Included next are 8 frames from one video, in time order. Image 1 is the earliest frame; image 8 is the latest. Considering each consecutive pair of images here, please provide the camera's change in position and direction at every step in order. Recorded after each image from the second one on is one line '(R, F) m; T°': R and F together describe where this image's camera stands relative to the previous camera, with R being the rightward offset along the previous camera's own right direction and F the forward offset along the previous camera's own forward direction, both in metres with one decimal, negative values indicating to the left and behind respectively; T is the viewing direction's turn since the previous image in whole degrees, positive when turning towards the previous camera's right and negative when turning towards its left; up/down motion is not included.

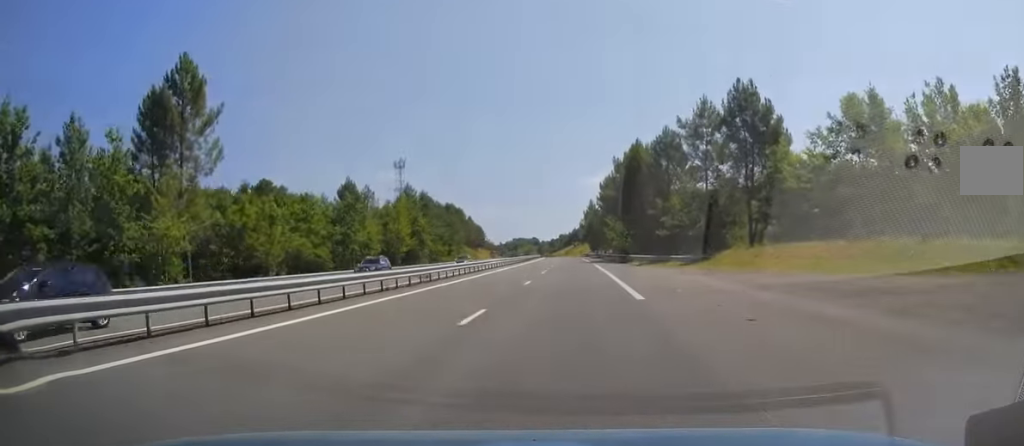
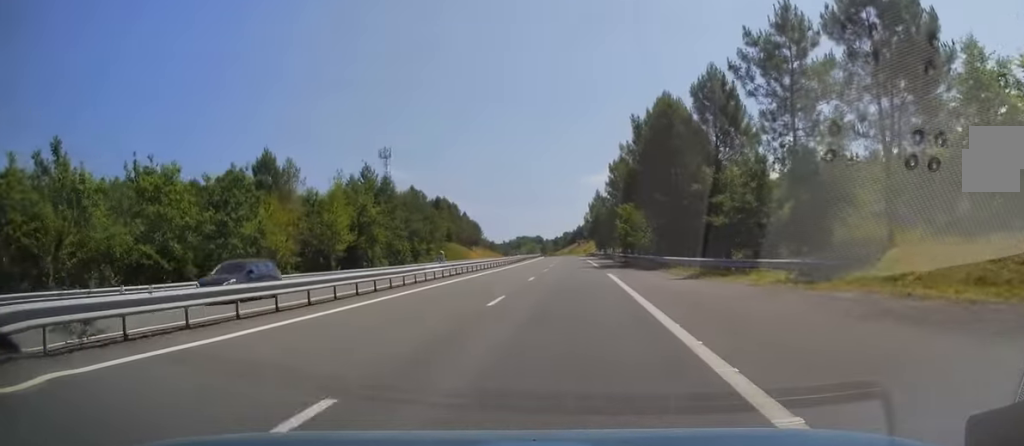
(0.0, +22.7) m; 0°
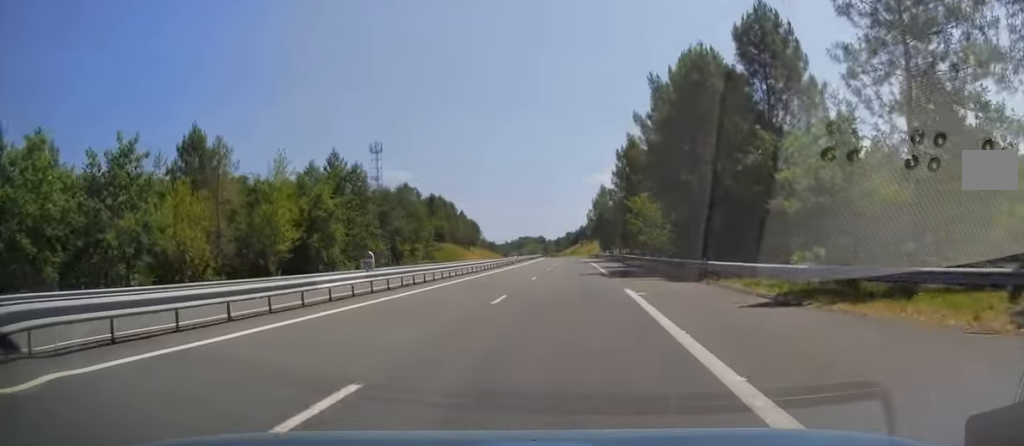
(0.0, +12.3) m; 0°
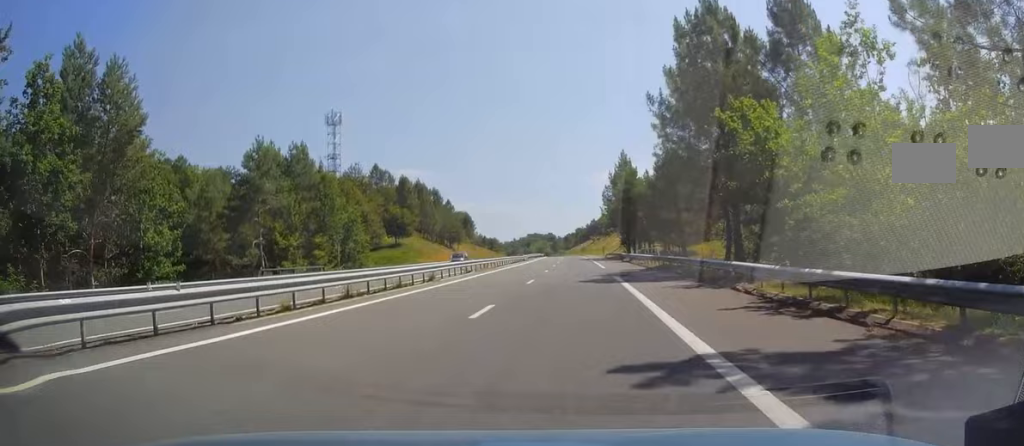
(-0.2, +42.9) m; -1°
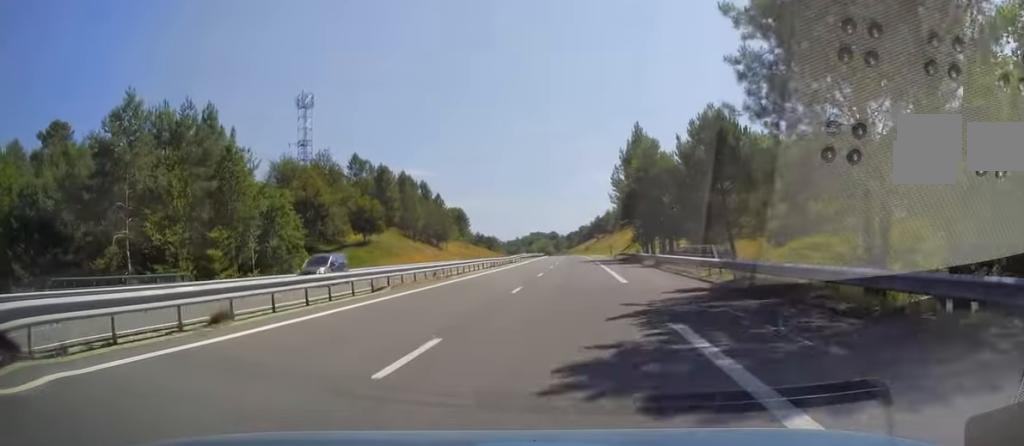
(-0.2, +19.2) m; -1°
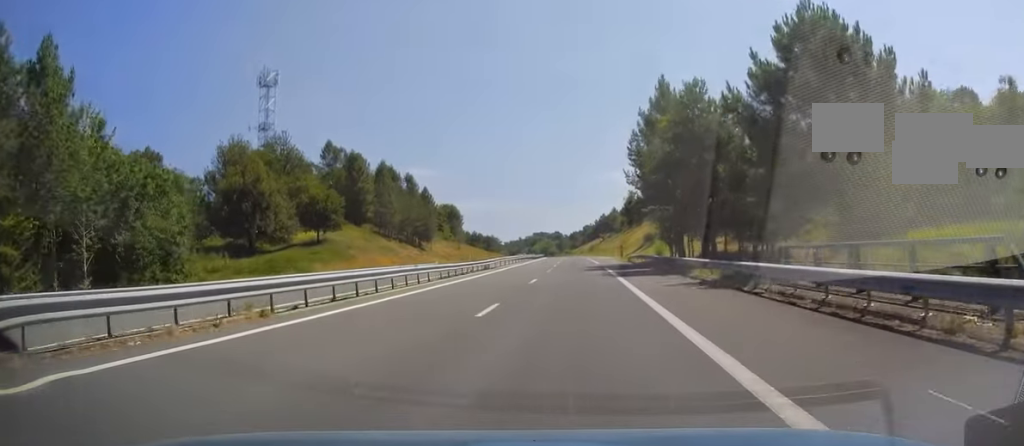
(-0.3, +19.7) m; 0°
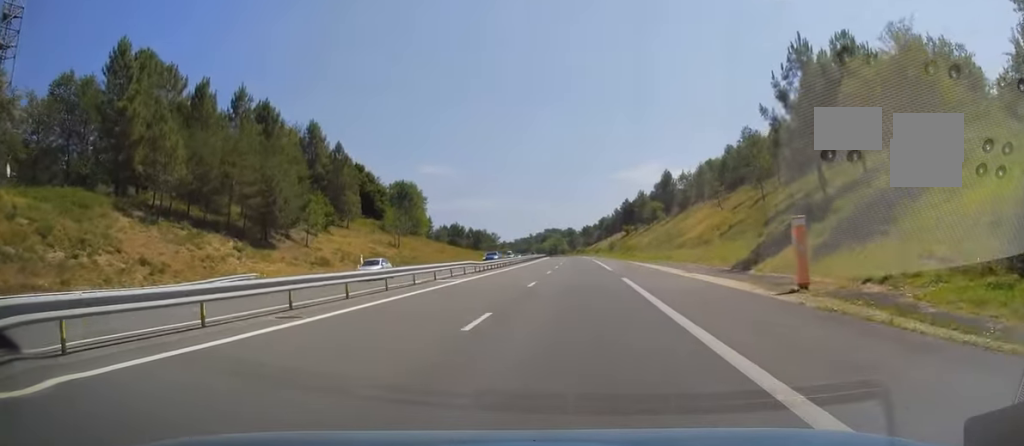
(-0.2, +67.9) m; -1°
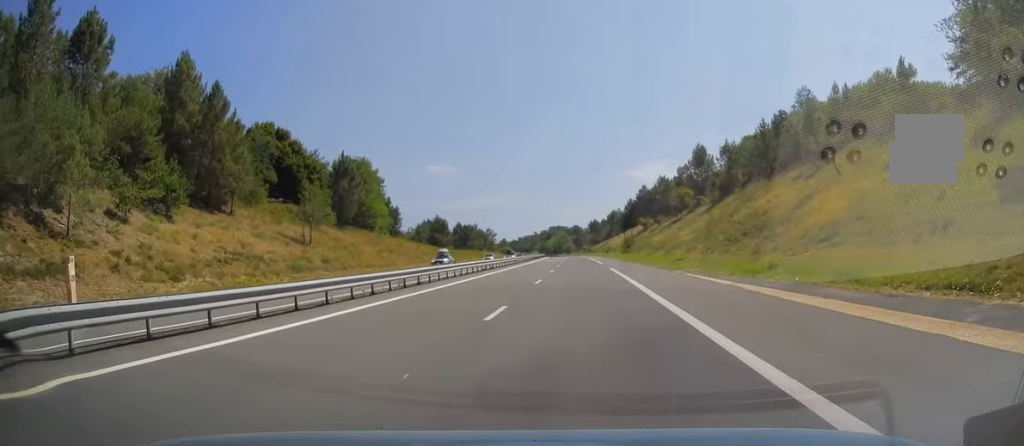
(-0.2, +37.9) m; -1°
